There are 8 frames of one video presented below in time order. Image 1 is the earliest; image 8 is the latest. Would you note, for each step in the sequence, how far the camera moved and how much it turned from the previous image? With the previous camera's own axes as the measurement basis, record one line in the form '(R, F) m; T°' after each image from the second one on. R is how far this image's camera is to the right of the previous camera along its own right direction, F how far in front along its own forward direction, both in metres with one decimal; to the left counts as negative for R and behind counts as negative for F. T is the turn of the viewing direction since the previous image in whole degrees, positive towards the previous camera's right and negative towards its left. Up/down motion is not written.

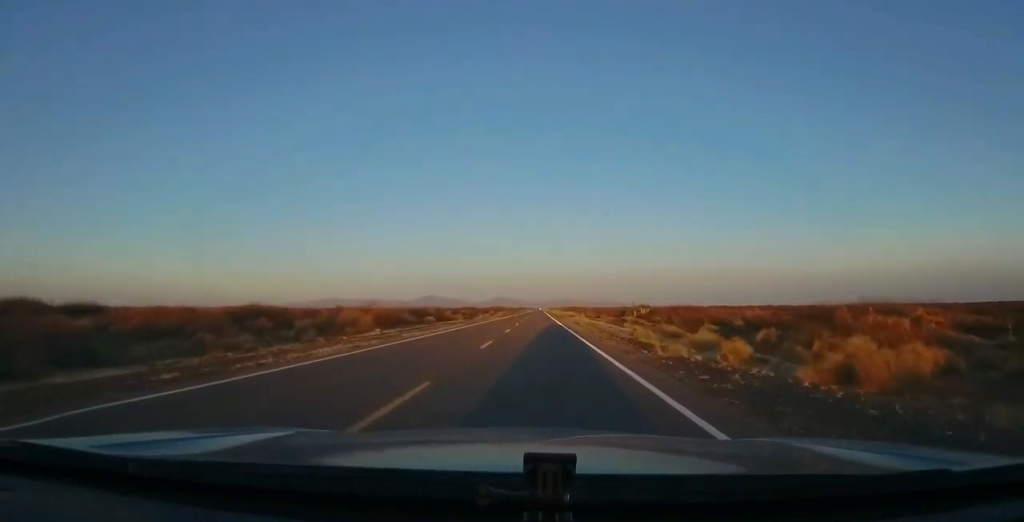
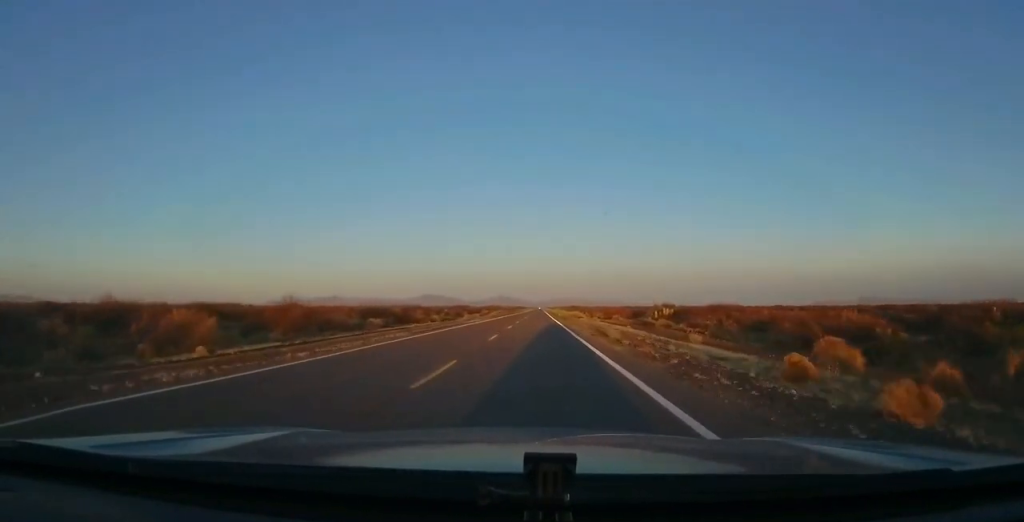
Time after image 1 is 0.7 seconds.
(+0.3, +20.5) m; +1°
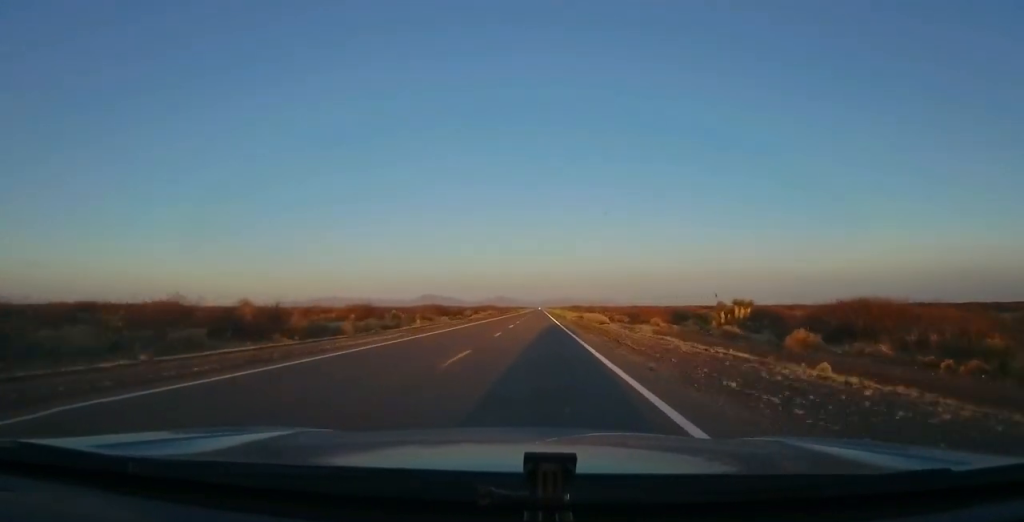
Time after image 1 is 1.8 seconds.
(0.0, +33.2) m; -1°
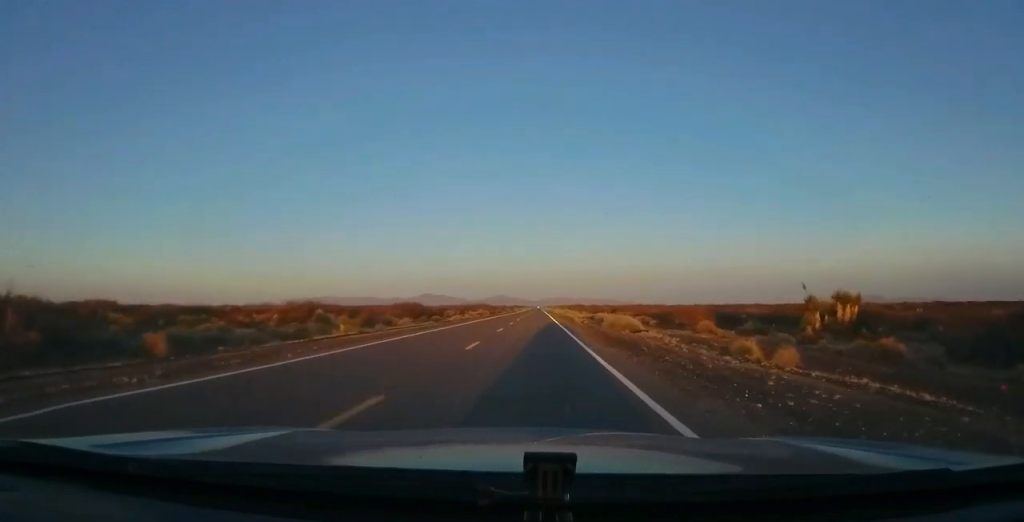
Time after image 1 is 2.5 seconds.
(-0.4, +20.4) m; 0°
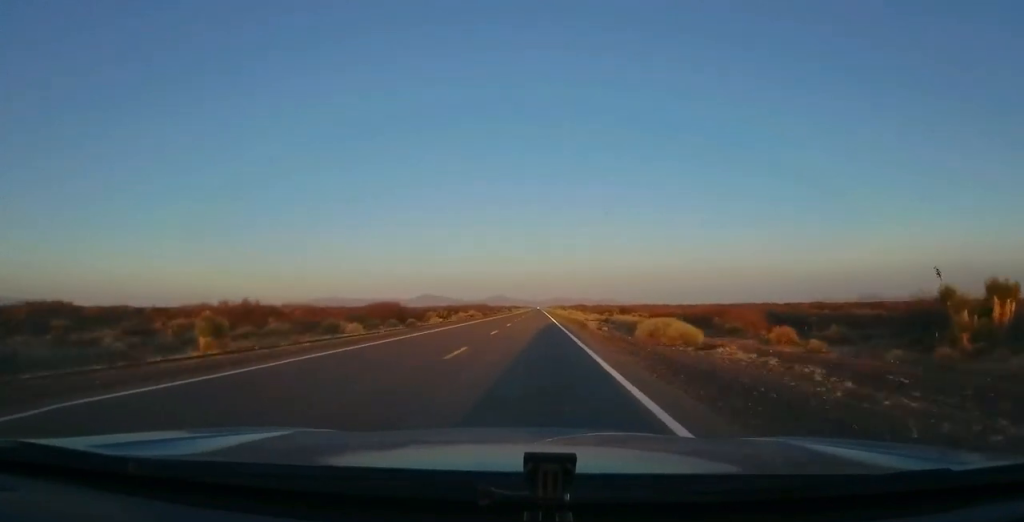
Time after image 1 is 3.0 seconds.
(0.0, +14.6) m; 0°
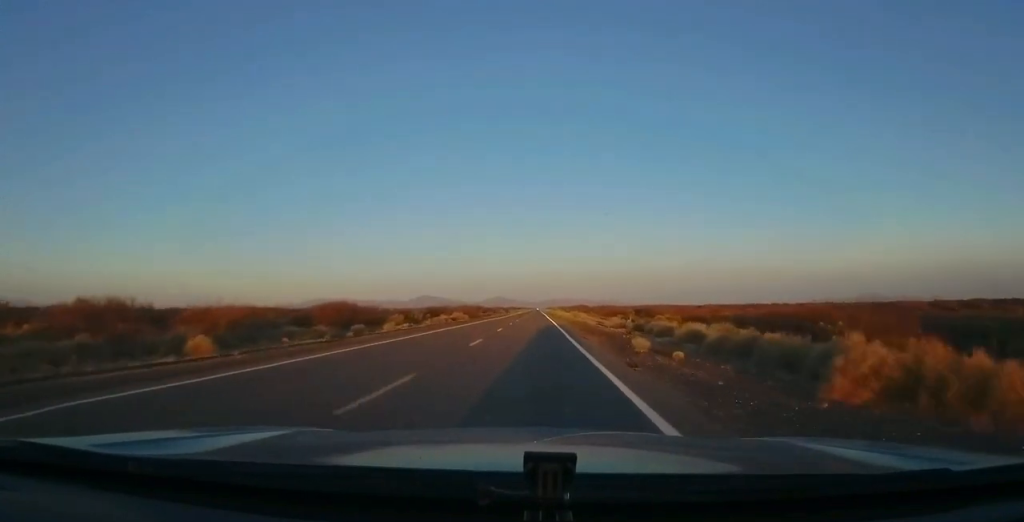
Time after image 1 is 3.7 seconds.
(+0.3, +18.5) m; +1°
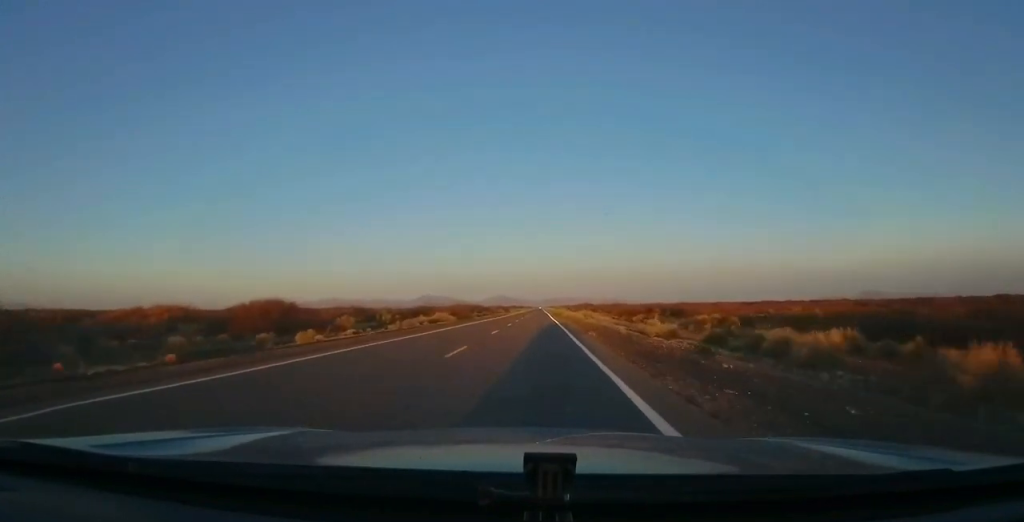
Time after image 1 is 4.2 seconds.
(0.0, +16.5) m; 0°
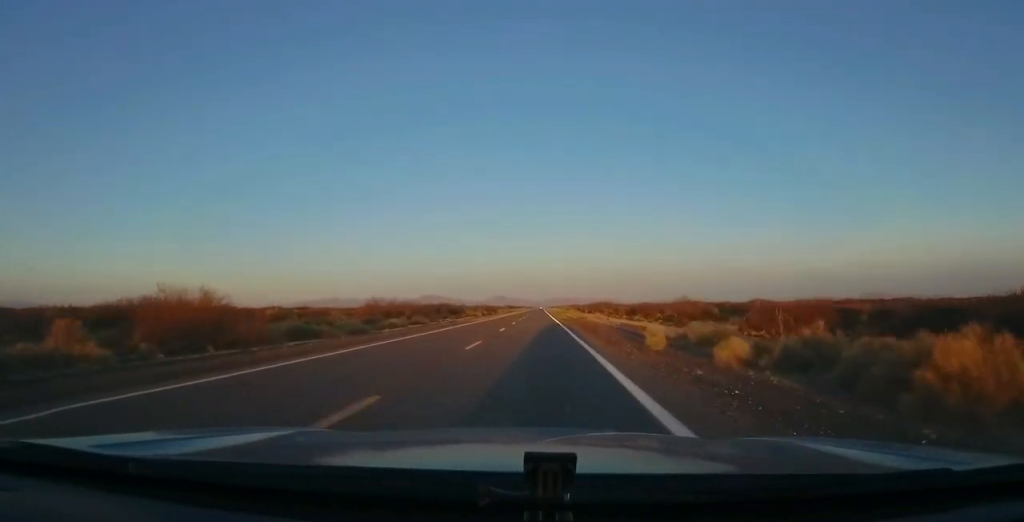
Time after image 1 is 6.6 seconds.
(+0.1, +69.1) m; 0°
